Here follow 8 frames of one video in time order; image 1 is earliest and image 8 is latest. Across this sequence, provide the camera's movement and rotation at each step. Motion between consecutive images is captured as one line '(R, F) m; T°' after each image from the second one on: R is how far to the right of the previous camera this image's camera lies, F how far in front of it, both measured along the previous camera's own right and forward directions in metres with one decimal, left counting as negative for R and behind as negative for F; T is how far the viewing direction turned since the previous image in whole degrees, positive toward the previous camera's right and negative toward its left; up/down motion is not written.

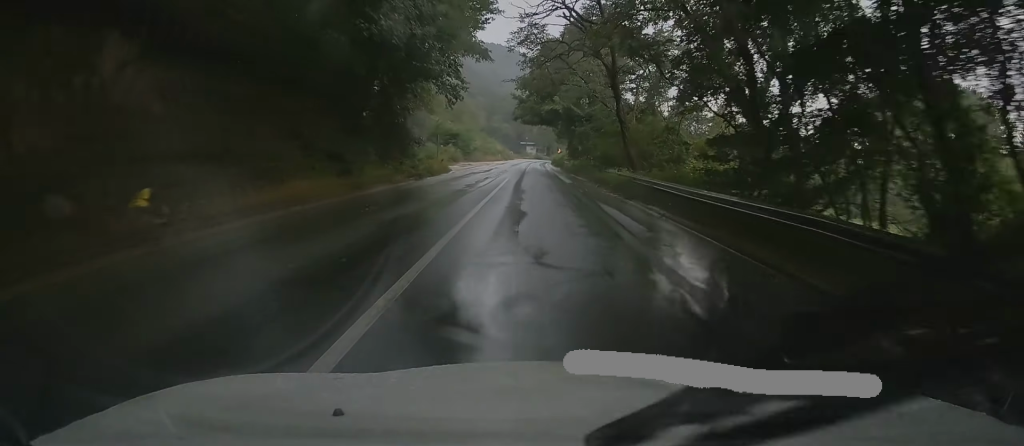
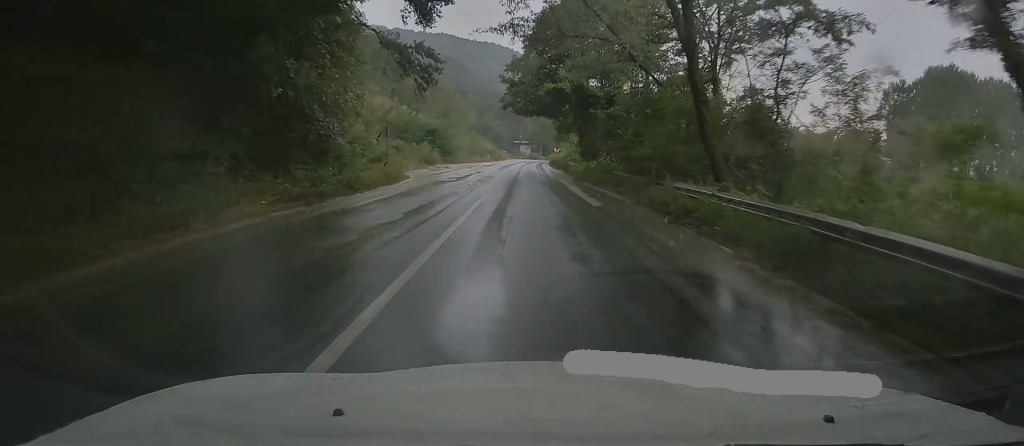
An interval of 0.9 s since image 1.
(+0.1, +15.2) m; 0°
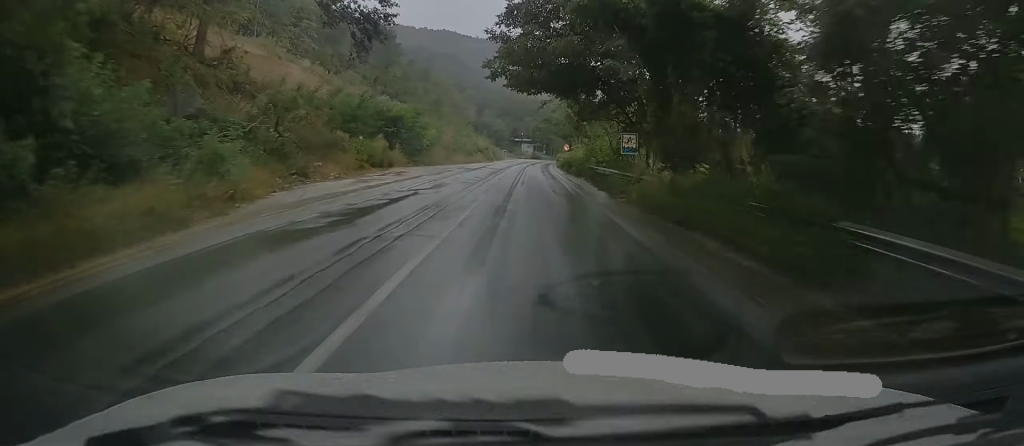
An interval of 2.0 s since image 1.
(-0.1, +20.0) m; 0°
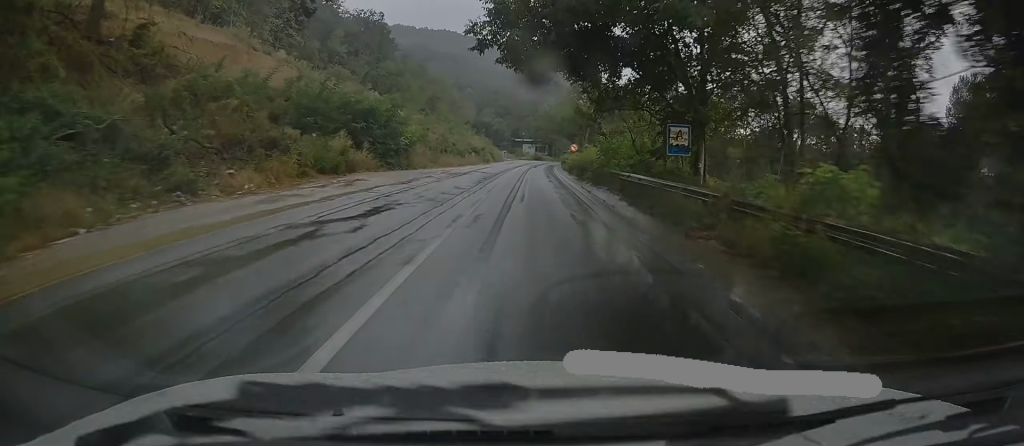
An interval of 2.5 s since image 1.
(0.0, +9.3) m; 0°
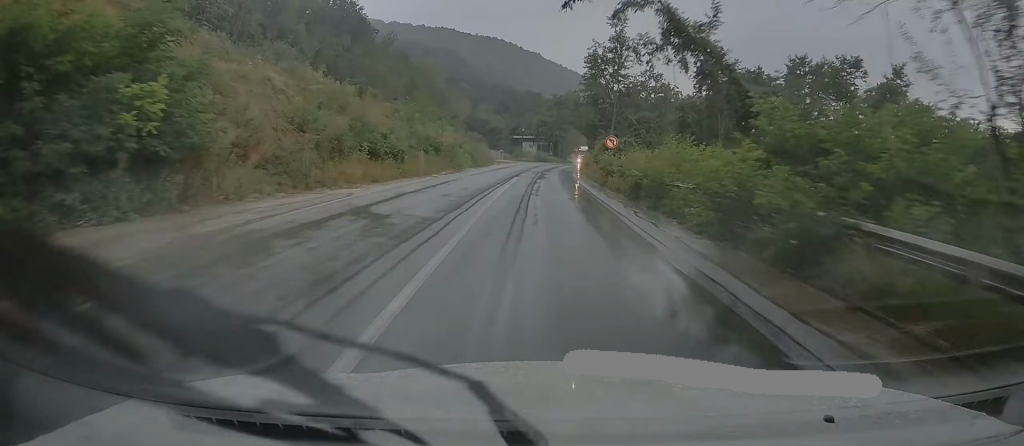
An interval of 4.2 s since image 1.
(+0.3, +28.6) m; +1°
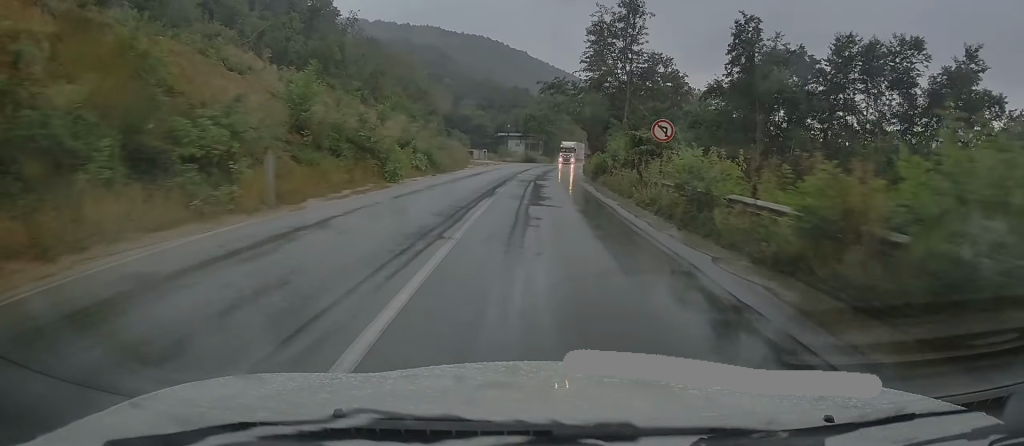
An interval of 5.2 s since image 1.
(0.0, +16.5) m; 0°
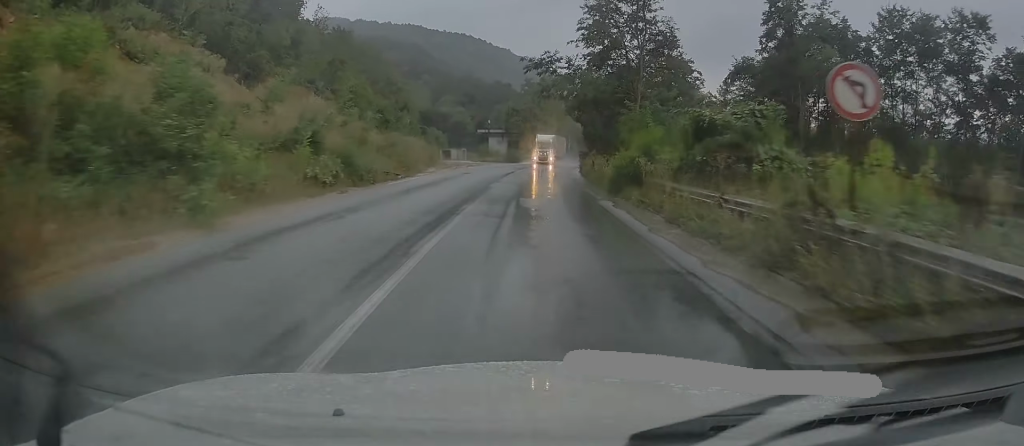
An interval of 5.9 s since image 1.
(0.0, +13.1) m; +2°
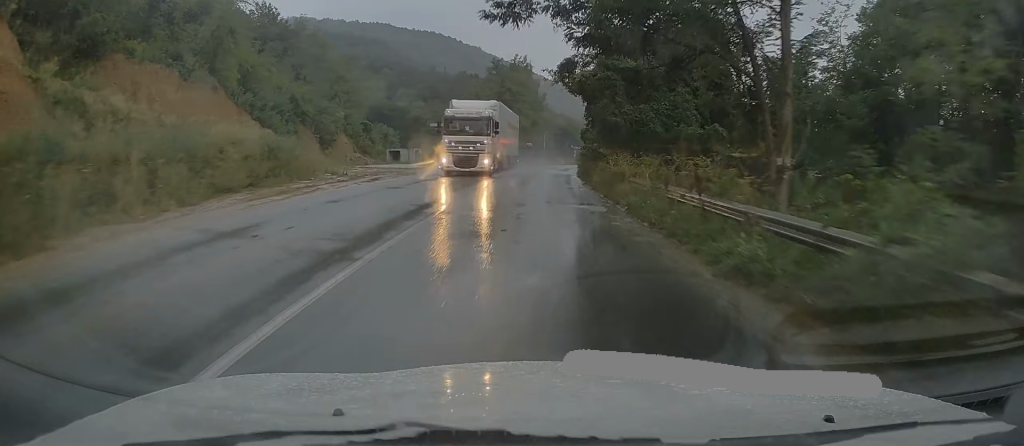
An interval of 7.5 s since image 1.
(+1.4, +25.8) m; +4°
